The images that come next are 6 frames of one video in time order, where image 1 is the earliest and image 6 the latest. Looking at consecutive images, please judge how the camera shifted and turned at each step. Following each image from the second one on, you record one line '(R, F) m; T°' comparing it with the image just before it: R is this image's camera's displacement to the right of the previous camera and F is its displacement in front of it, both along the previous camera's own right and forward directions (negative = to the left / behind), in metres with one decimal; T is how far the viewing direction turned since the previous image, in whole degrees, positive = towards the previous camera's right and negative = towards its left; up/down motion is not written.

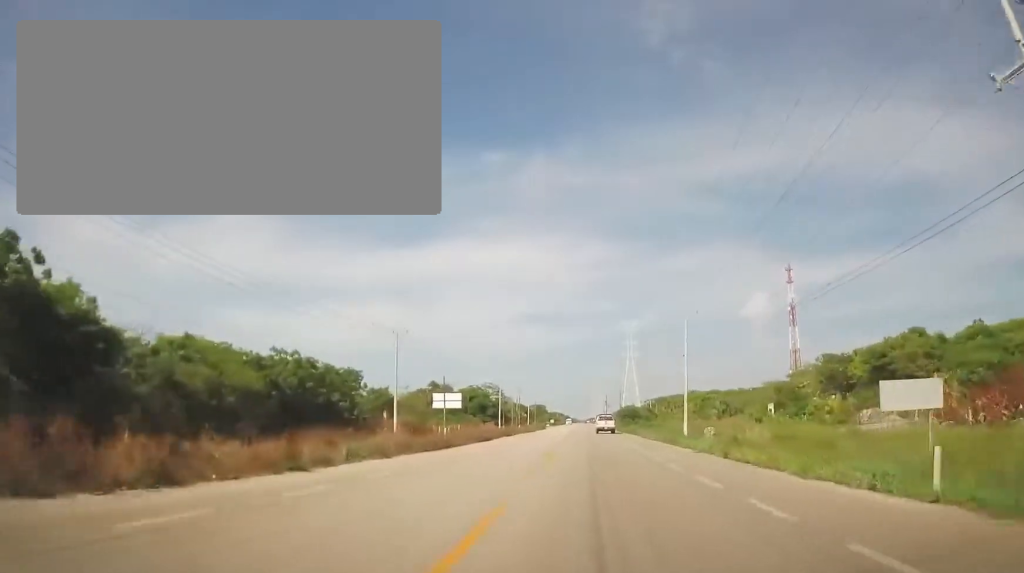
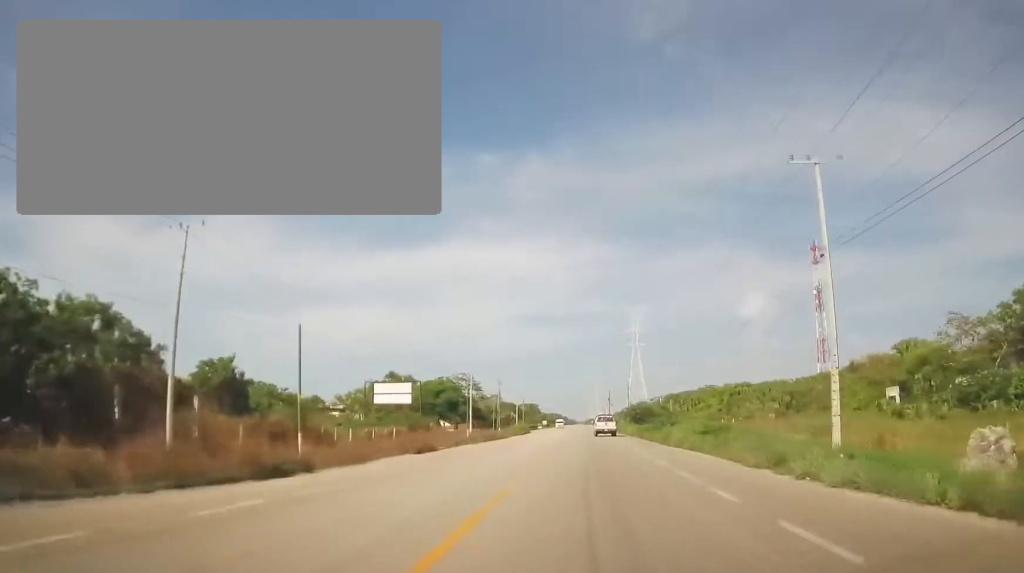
(-0.3, +31.9) m; 0°
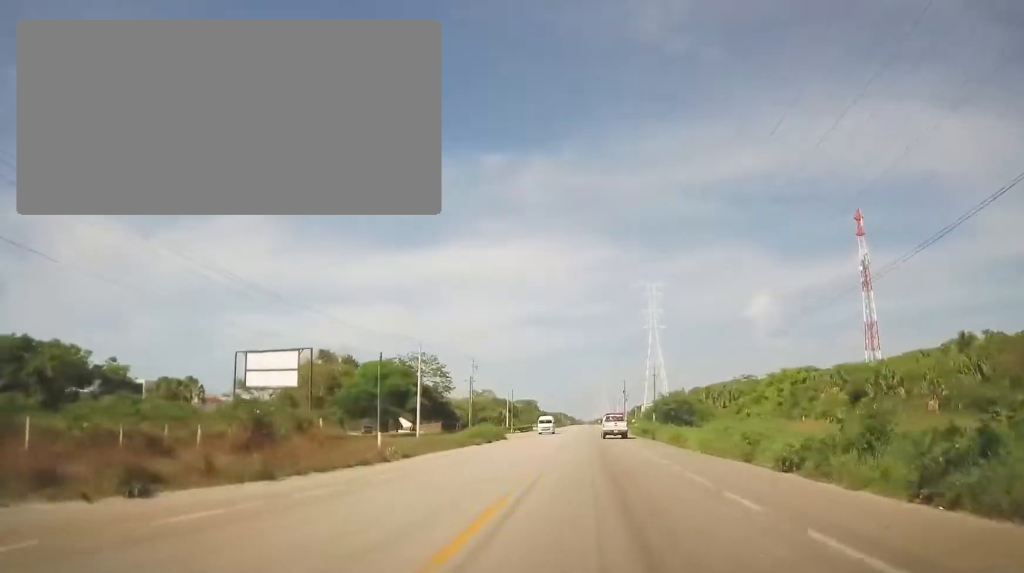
(+0.5, +34.2) m; +1°
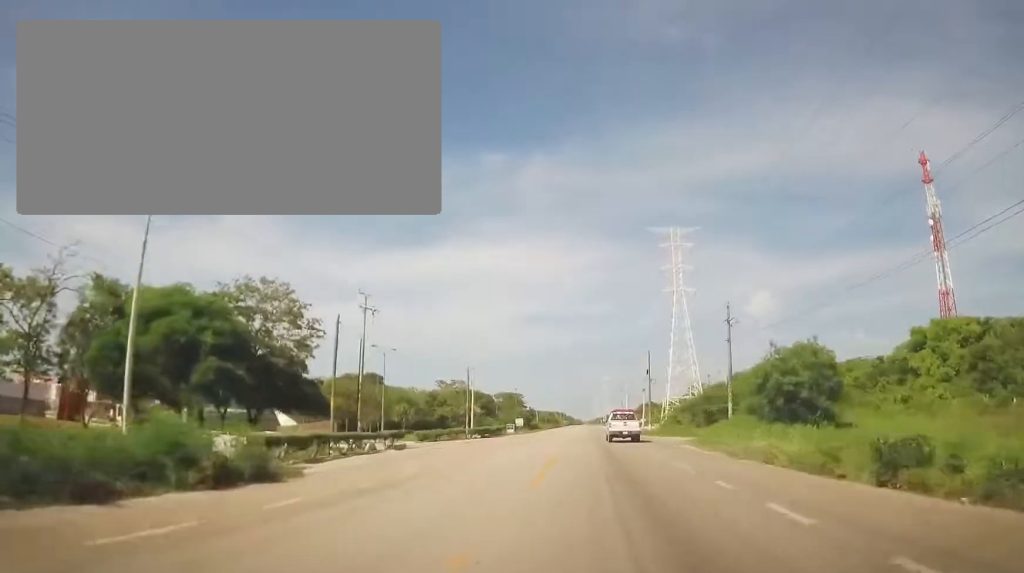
(-0.3, +43.5) m; 0°
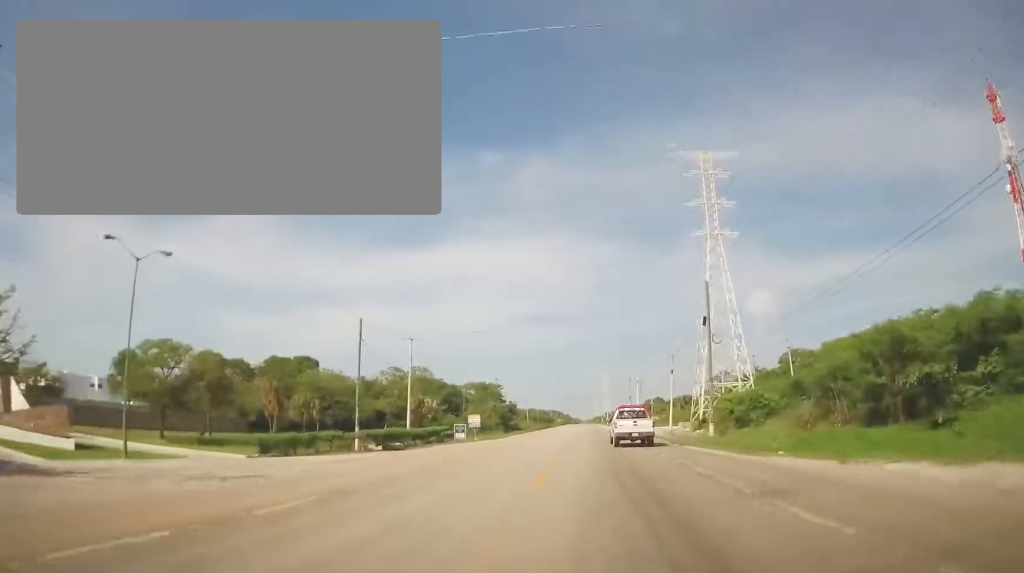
(+0.2, +34.3) m; 0°
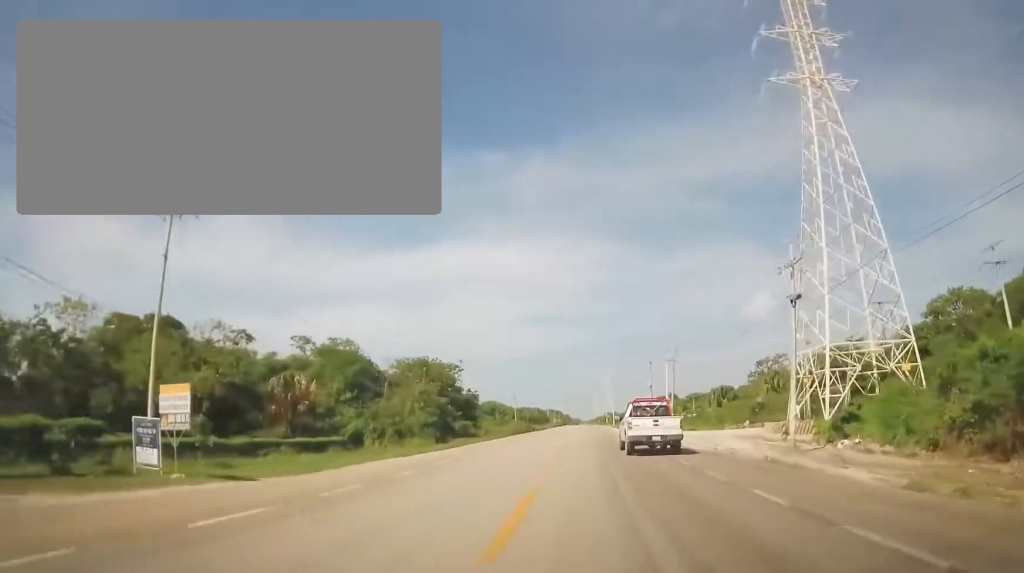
(-0.5, +40.5) m; -1°
